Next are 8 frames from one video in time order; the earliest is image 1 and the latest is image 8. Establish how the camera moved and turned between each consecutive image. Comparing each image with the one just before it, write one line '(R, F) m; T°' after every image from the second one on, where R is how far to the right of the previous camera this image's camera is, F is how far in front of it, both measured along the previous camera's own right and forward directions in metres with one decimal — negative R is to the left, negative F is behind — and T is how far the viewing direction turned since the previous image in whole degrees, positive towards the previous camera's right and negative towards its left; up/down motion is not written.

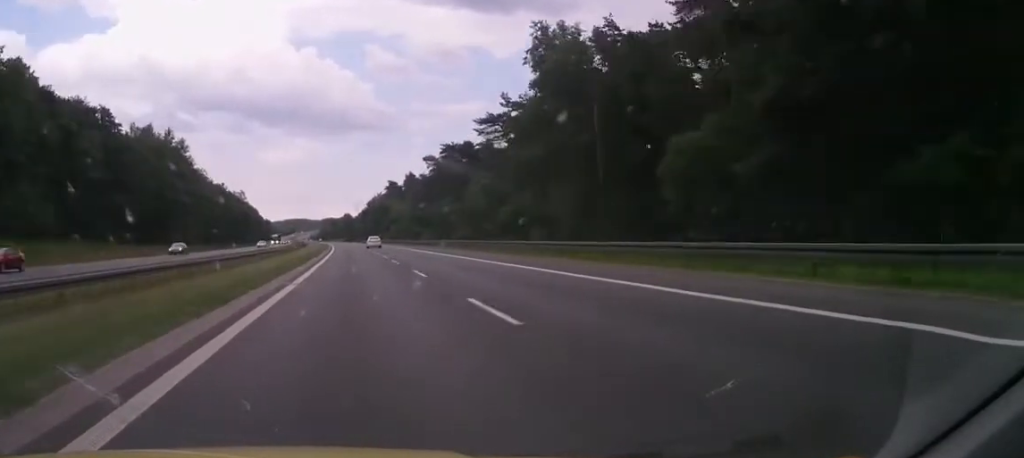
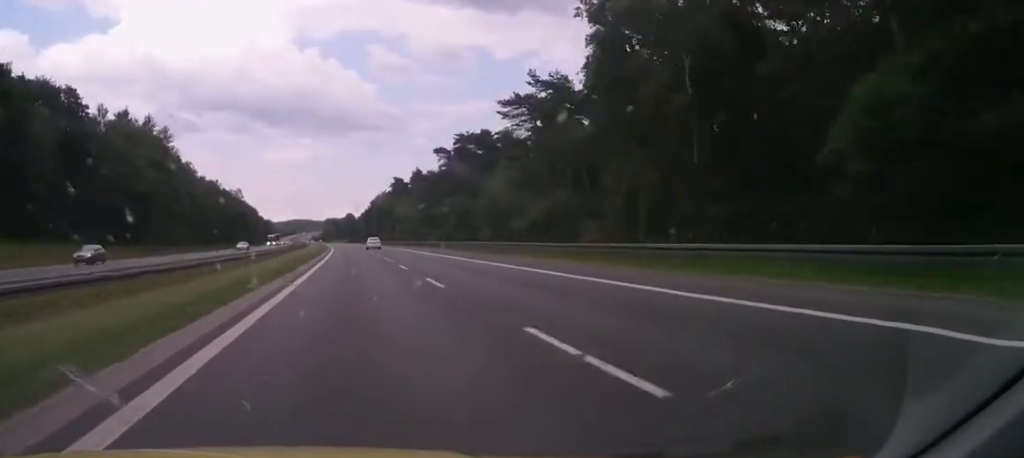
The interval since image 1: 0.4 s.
(0.0, +19.3) m; 0°
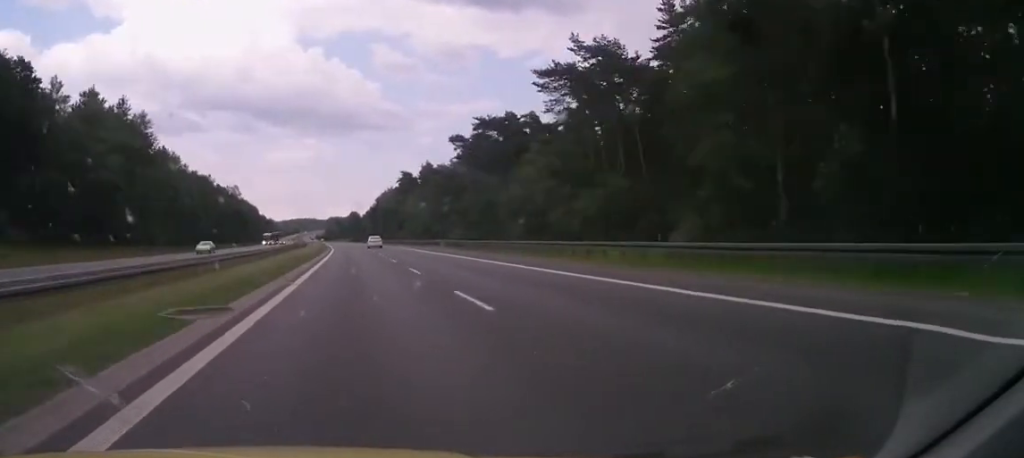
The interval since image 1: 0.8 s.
(0.0, +21.2) m; 0°
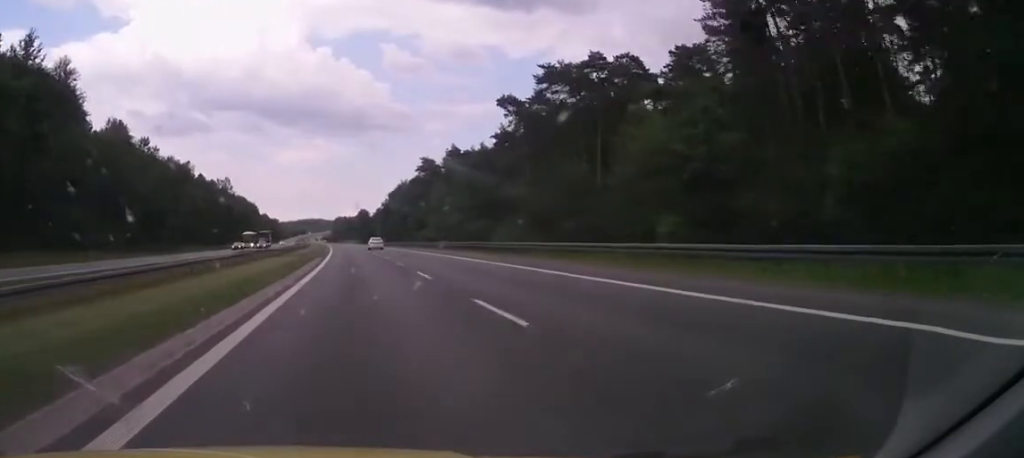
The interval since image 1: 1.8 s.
(0.0, +45.9) m; 0°
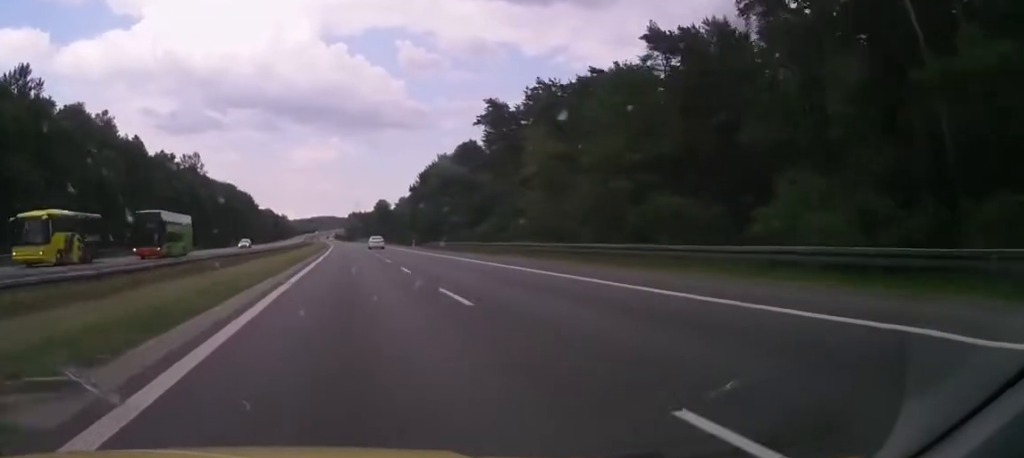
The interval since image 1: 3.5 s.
(-1.2, +79.1) m; -4°
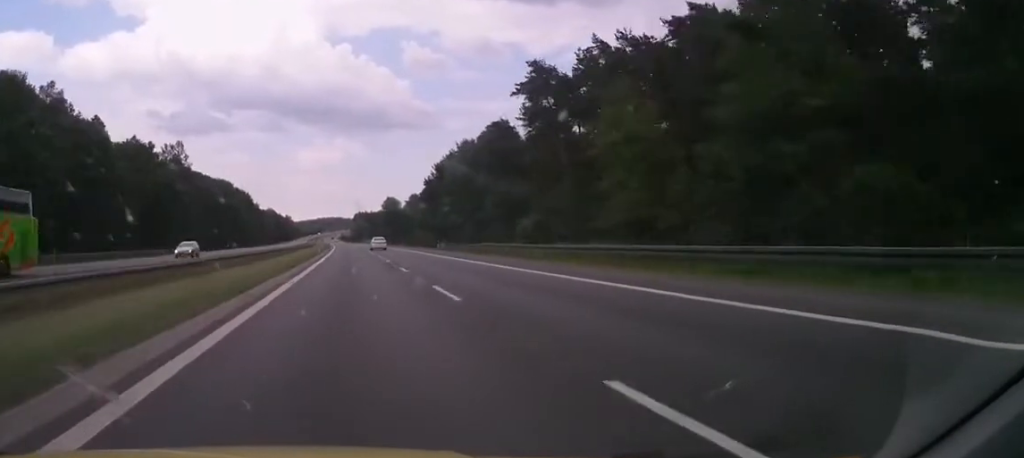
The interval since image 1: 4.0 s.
(-0.7, +24.2) m; -1°
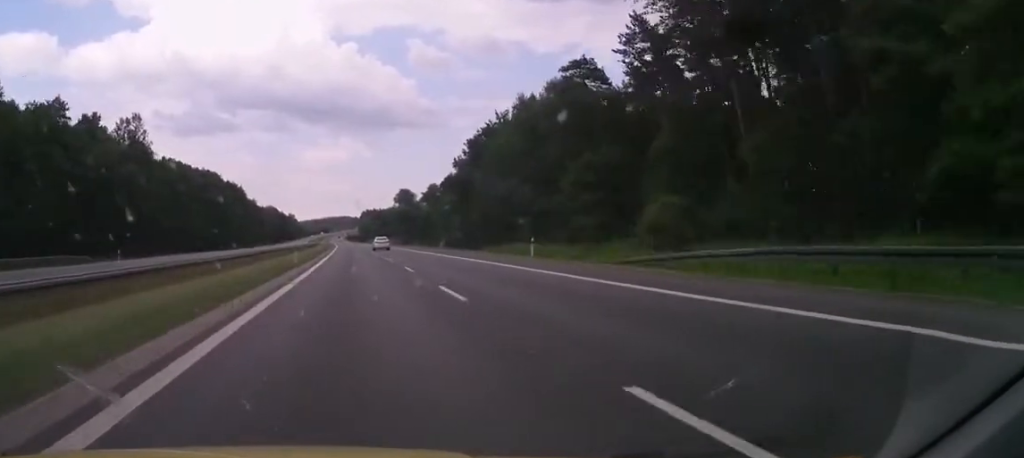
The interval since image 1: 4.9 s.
(-0.6, +37.4) m; -1°
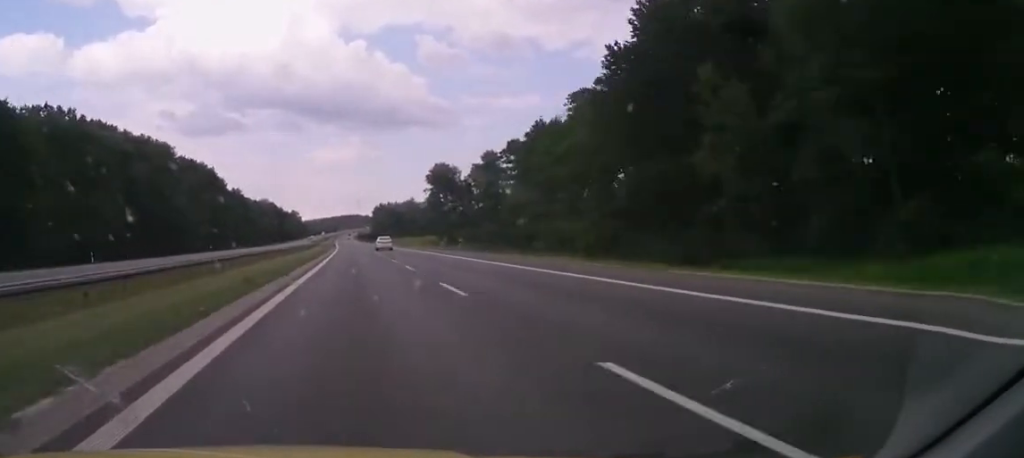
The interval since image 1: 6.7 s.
(-0.4, +68.8) m; -2°
